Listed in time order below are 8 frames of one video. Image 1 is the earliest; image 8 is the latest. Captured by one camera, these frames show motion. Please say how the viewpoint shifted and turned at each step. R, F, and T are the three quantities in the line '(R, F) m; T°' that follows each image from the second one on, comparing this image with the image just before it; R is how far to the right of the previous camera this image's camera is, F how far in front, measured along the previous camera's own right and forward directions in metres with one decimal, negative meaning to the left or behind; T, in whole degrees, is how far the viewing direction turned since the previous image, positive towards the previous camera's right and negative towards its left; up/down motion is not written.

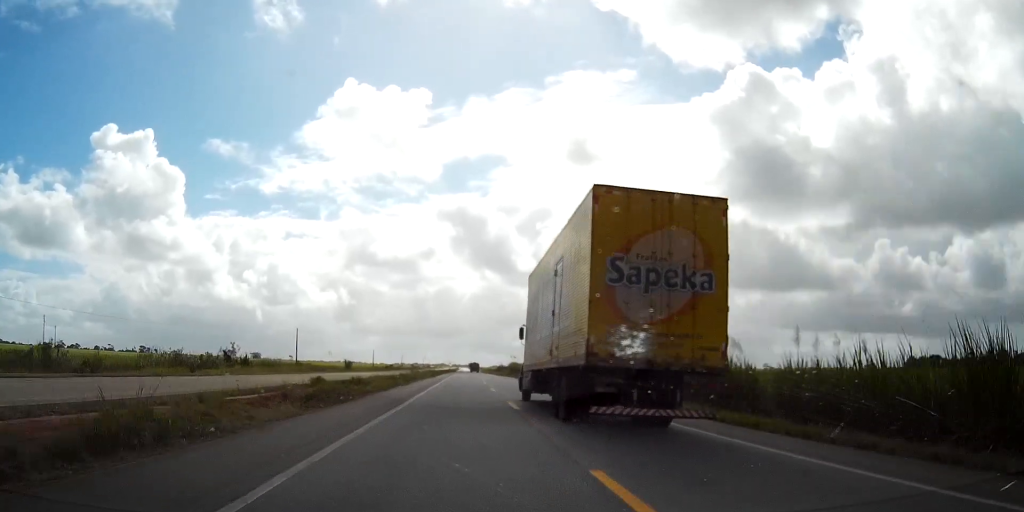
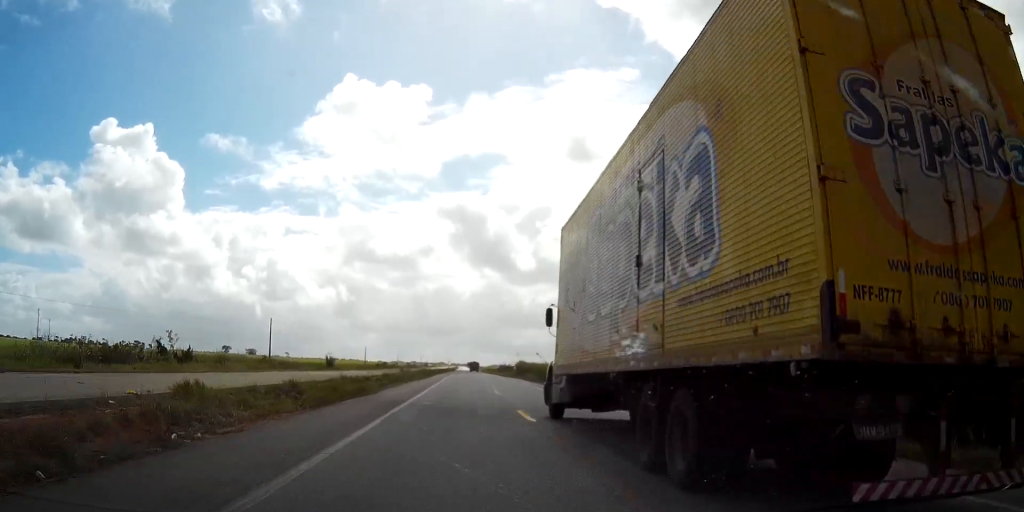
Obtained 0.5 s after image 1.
(0.0, +20.3) m; 0°
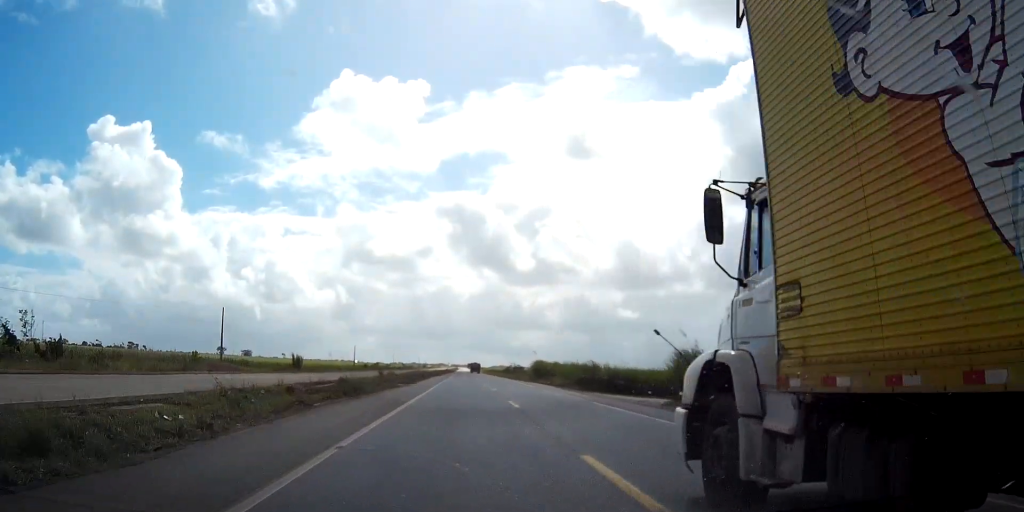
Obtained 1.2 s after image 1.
(-0.1, +26.7) m; 0°
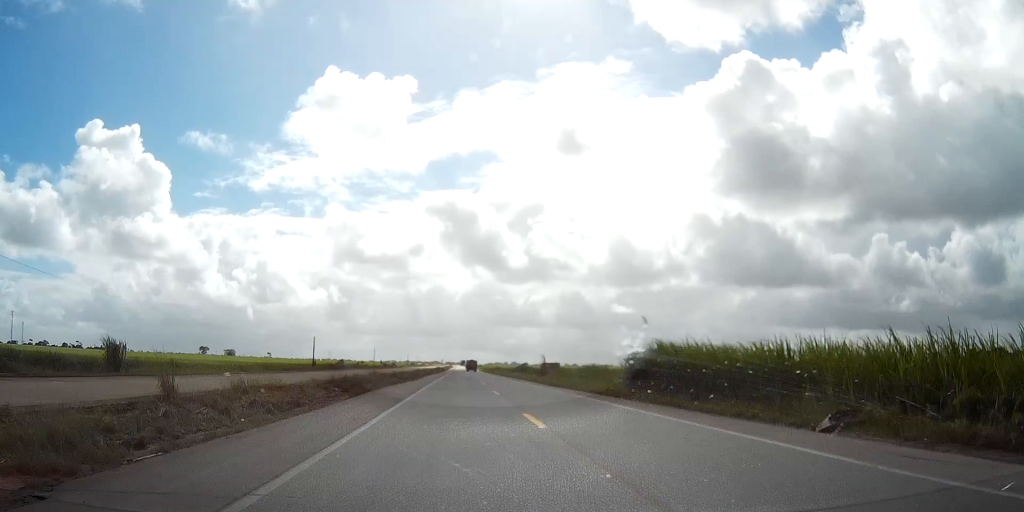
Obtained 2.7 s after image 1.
(+0.3, +56.4) m; 0°
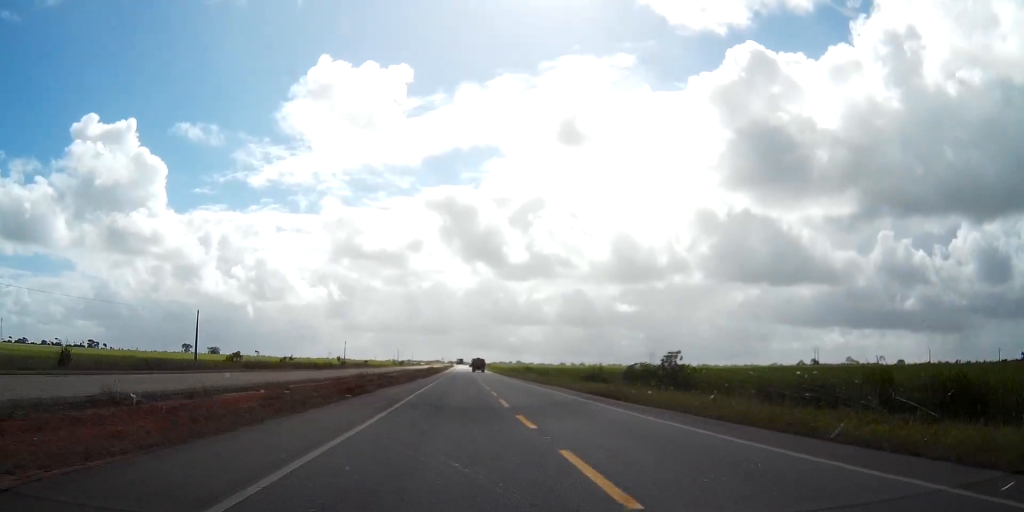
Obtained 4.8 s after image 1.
(0.0, +80.6) m; 0°
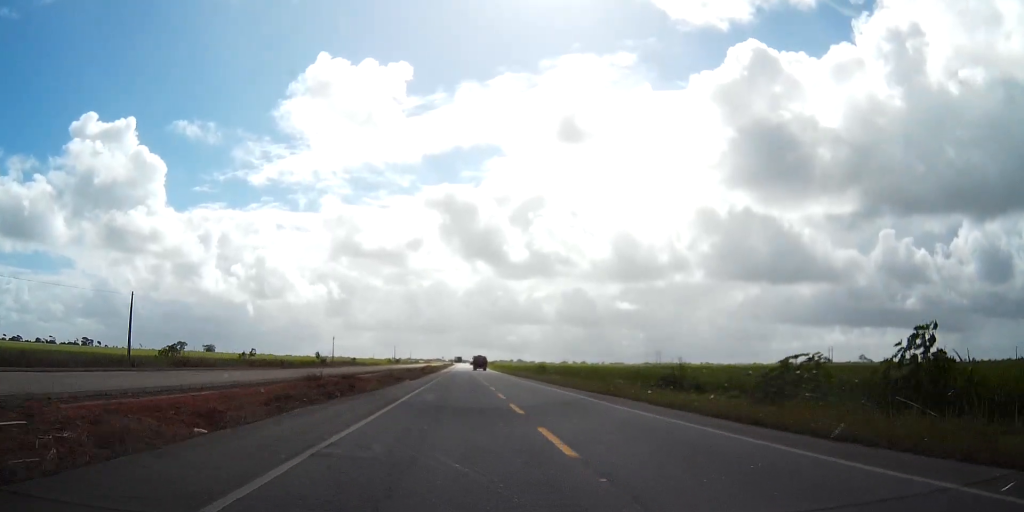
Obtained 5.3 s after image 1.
(0.0, +21.0) m; 0°
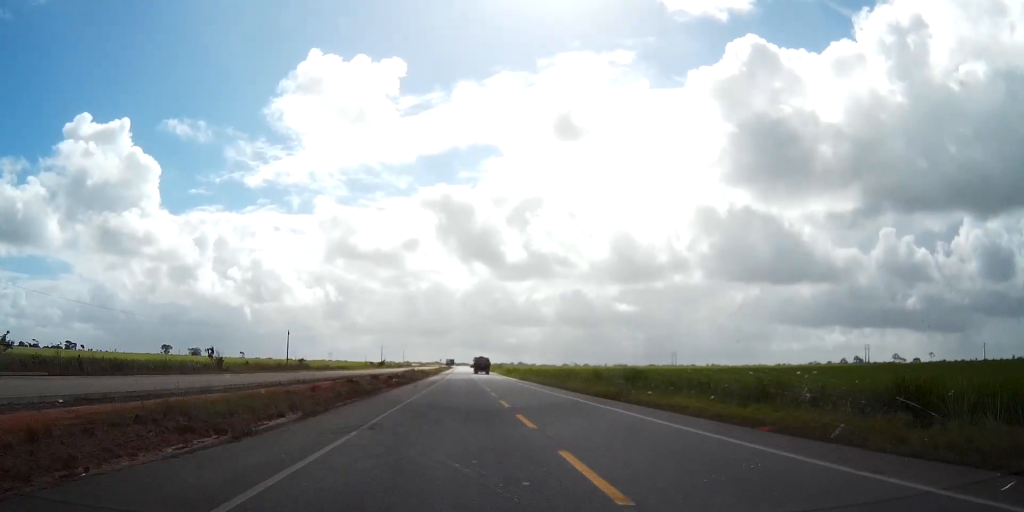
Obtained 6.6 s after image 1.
(-0.1, +51.2) m; 0°
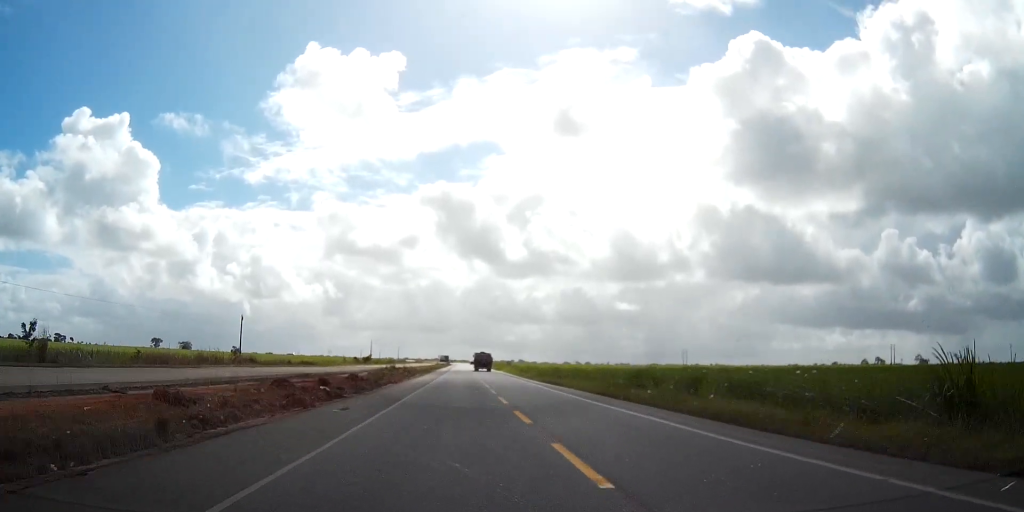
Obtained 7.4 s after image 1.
(0.0, +31.6) m; 0°
